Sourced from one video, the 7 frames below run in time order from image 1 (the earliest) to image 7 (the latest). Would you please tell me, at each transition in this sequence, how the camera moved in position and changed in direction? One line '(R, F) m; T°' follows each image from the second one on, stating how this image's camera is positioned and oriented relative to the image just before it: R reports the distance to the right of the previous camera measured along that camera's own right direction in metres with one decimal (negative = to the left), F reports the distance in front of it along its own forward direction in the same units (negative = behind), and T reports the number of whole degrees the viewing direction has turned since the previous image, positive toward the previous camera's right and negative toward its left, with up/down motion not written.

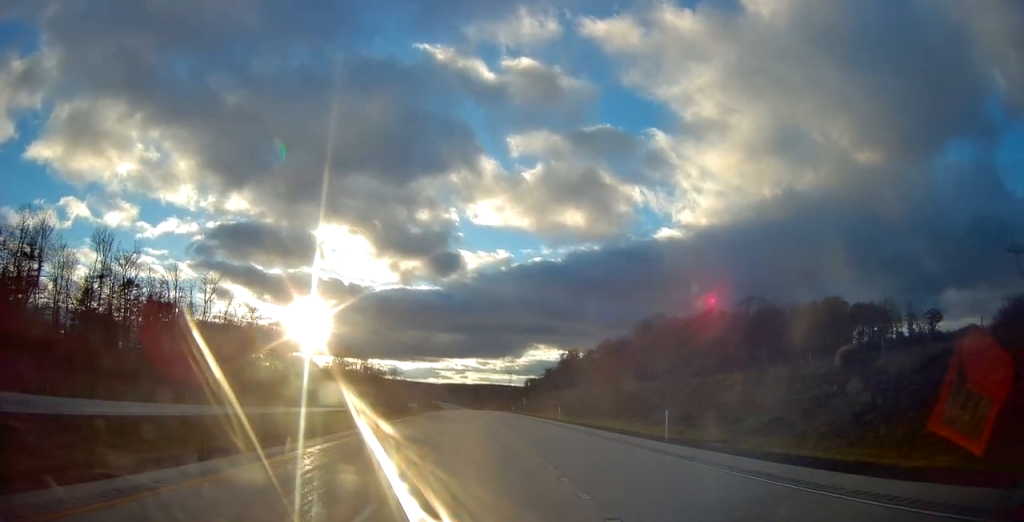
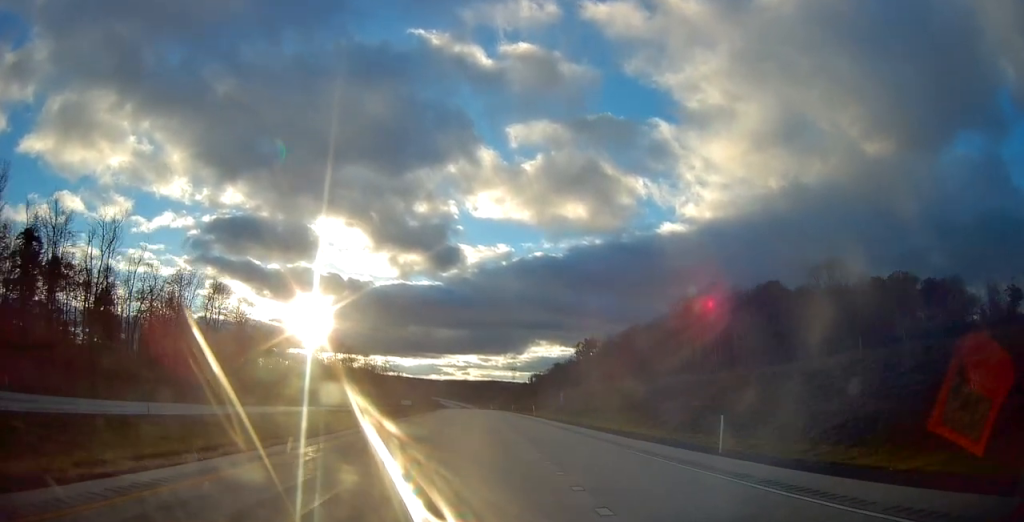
(-0.1, +38.2) m; 0°
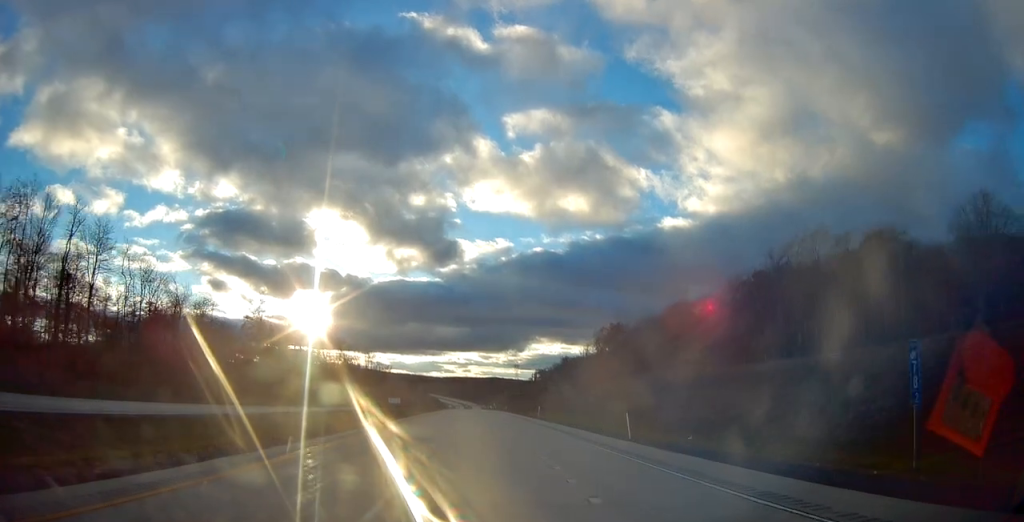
(+0.2, +45.0) m; 0°
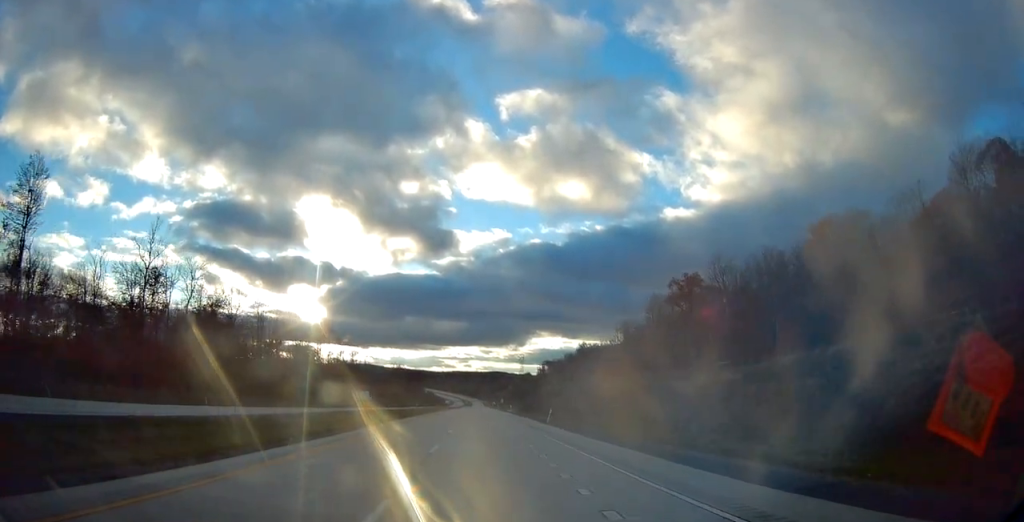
(-0.4, +74.0) m; 0°
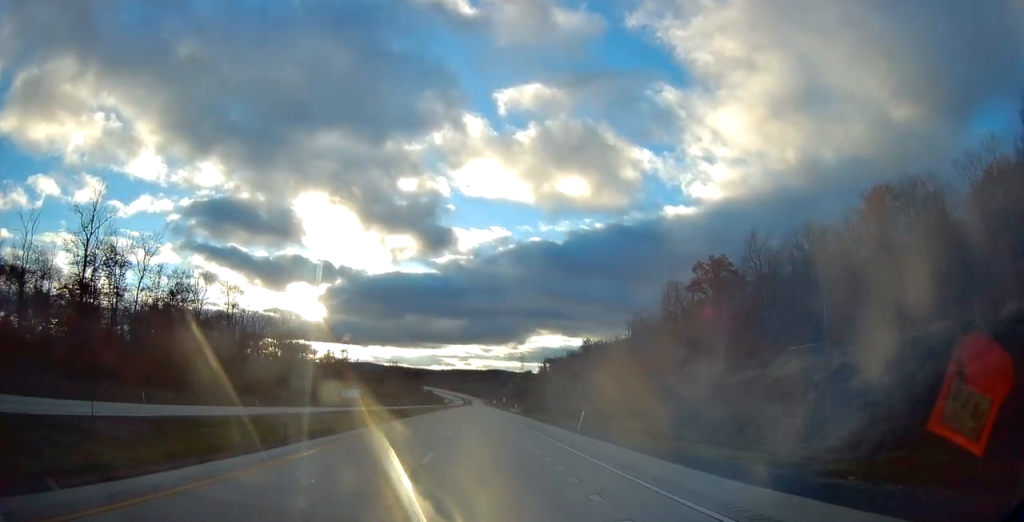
(0.0, +15.5) m; 0°
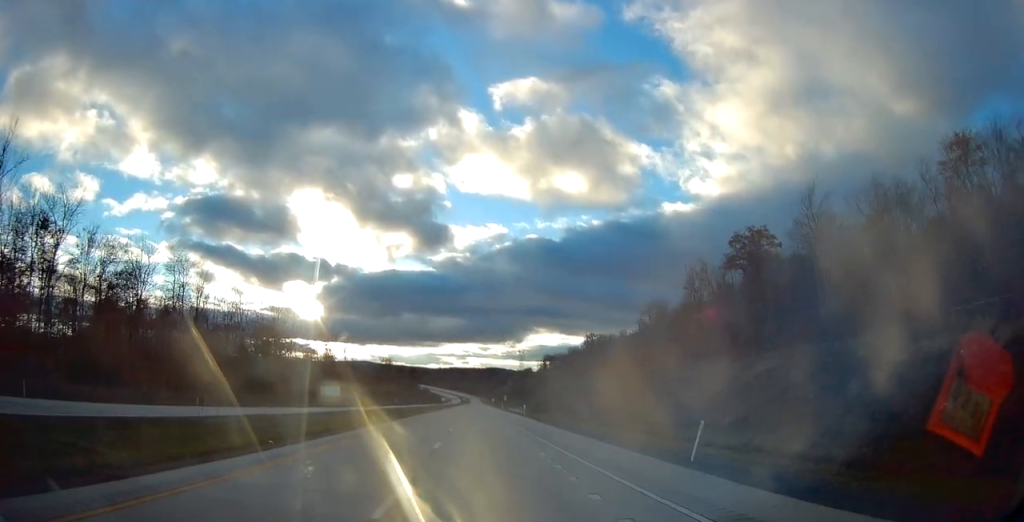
(0.0, +19.3) m; 0°
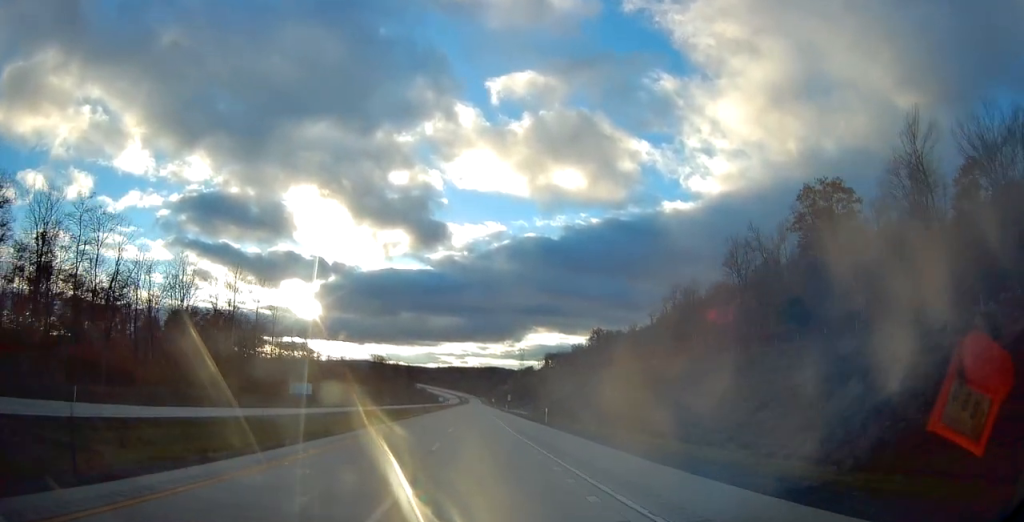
(0.0, +24.3) m; 0°
